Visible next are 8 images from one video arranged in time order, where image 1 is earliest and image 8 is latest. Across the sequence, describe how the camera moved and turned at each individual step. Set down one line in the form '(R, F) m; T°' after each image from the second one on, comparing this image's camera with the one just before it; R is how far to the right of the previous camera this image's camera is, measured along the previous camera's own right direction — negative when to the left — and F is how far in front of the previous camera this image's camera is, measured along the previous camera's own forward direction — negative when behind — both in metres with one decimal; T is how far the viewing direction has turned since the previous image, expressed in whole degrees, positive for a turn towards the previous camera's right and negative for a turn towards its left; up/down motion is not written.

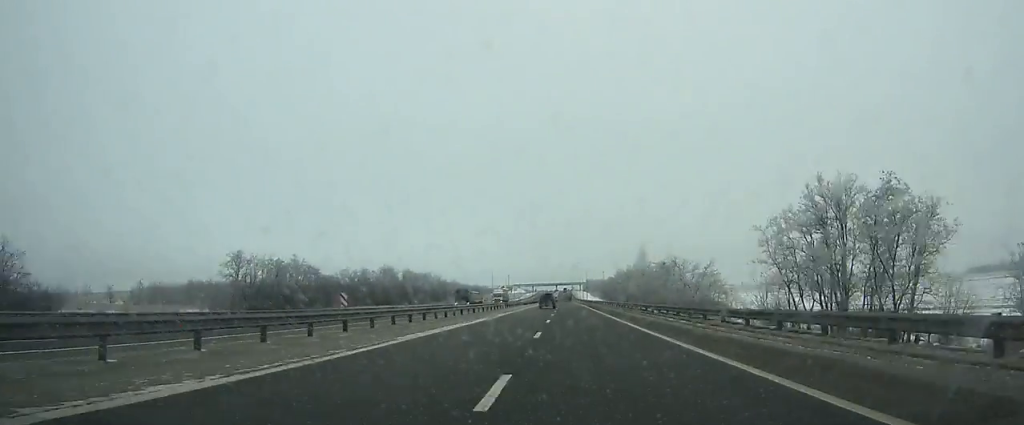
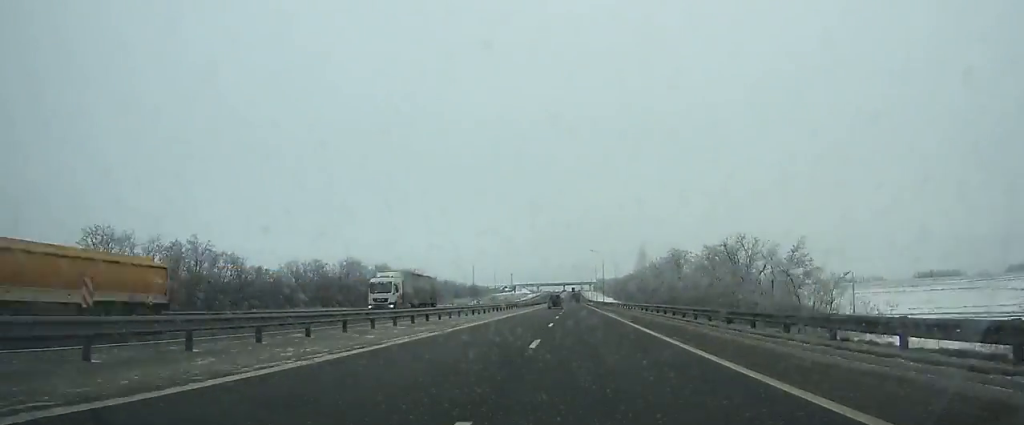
(-0.1, +51.0) m; 0°
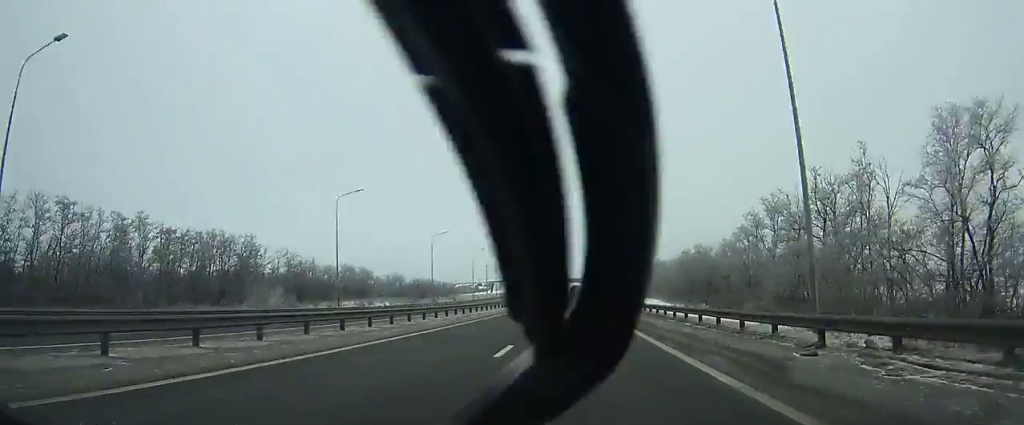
(-1.3, +152.5) m; -1°
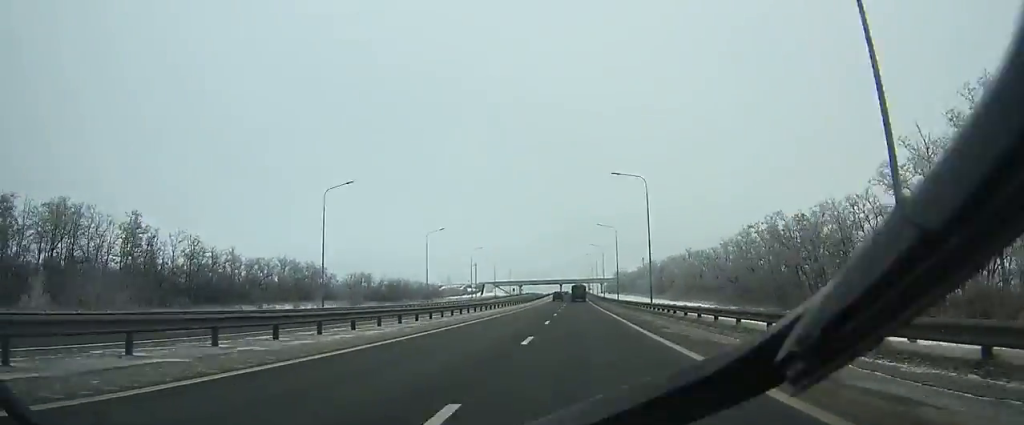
(0.0, +41.1) m; 0°
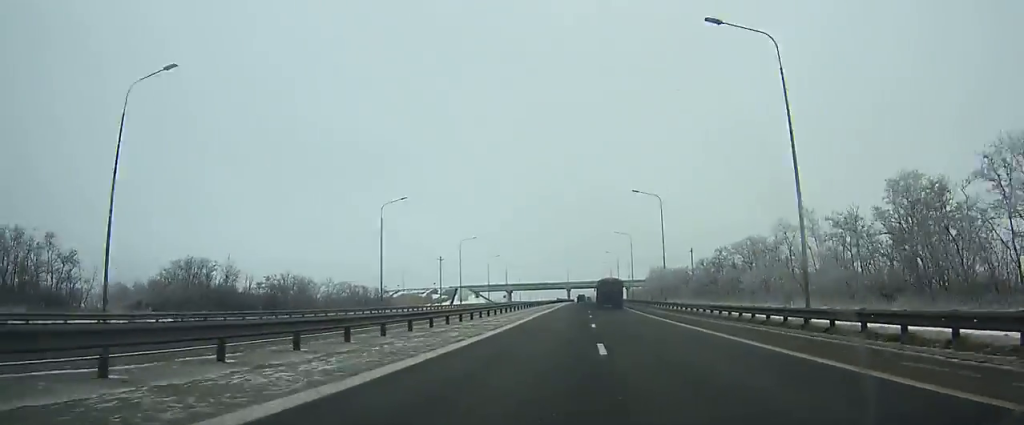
(-0.3, +98.9) m; 0°
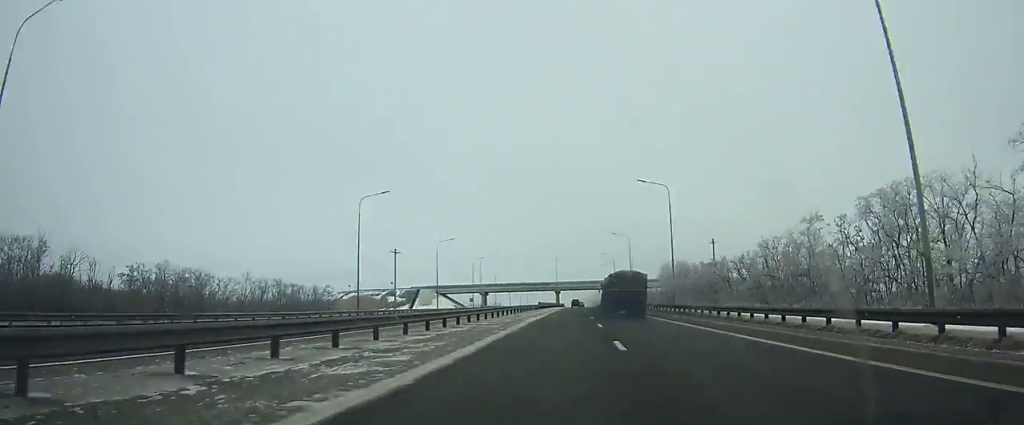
(+0.2, +42.4) m; 0°
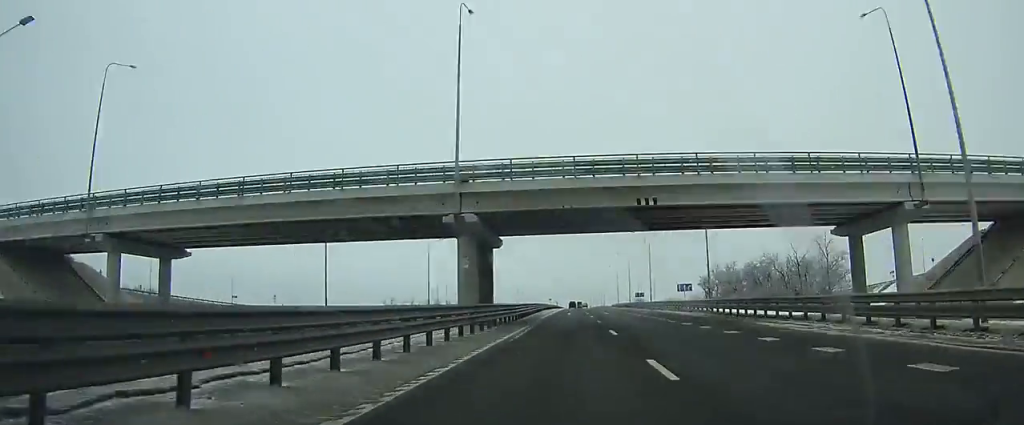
(+0.4, +153.4) m; 0°
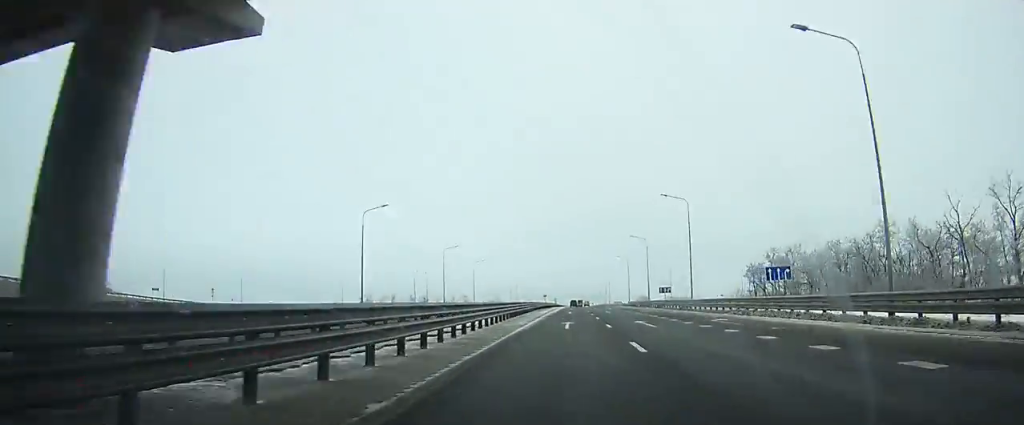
(0.0, +31.1) m; 0°
